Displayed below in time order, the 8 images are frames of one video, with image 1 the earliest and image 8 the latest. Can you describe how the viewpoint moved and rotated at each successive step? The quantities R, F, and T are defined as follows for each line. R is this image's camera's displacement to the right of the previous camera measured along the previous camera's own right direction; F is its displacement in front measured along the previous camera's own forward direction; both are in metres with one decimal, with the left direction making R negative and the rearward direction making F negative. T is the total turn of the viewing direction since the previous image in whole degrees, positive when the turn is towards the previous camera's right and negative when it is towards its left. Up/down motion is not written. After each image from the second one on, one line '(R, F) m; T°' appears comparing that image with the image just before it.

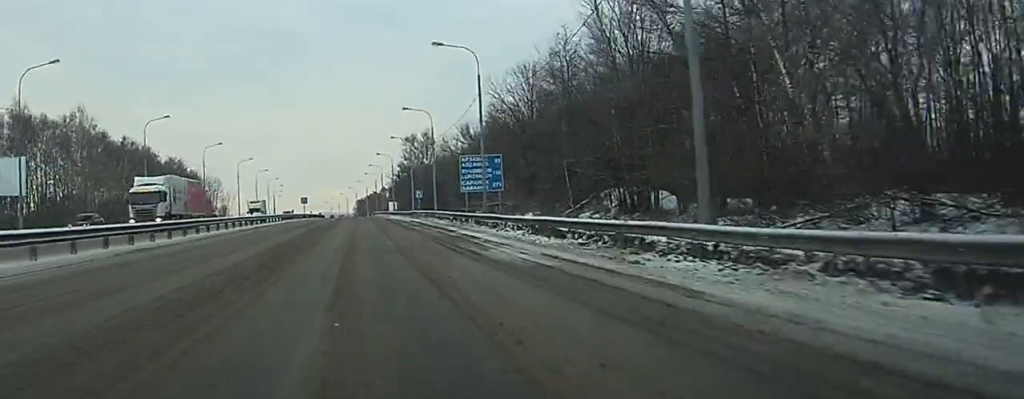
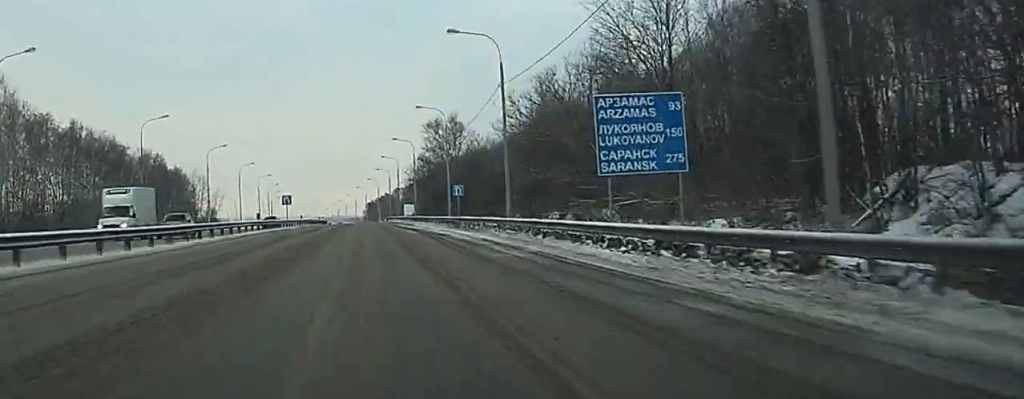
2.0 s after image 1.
(0.0, +41.6) m; +1°
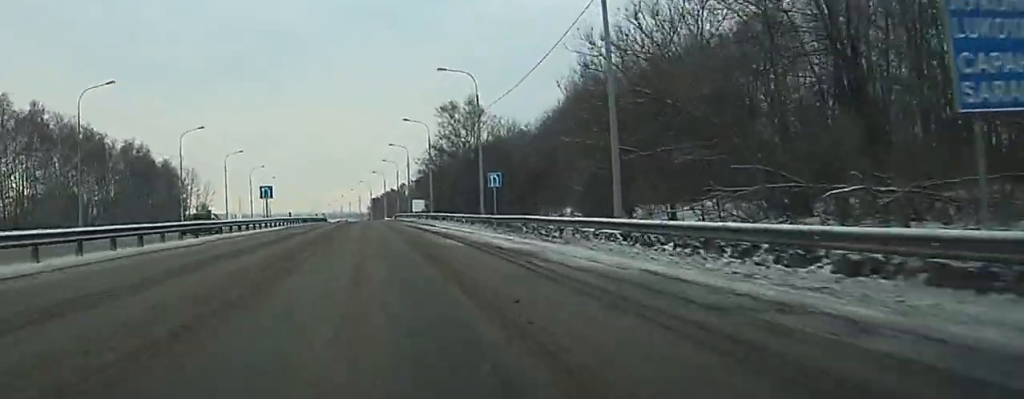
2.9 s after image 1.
(+0.3, +19.8) m; +2°
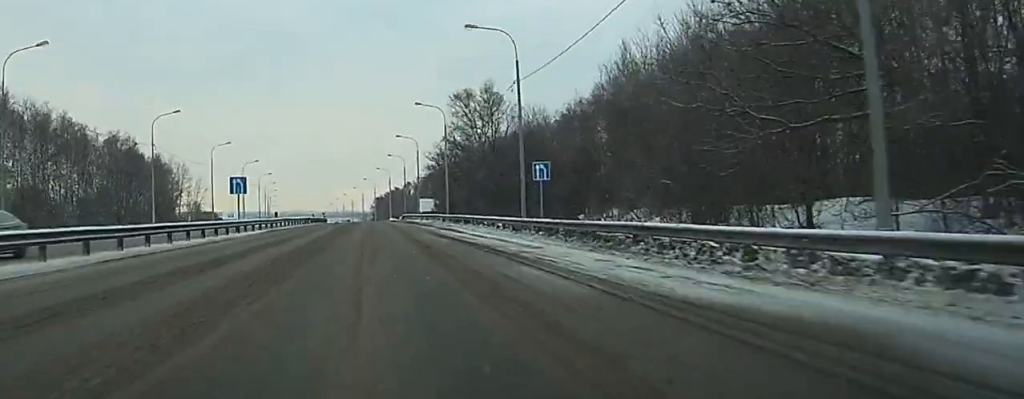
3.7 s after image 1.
(+0.3, +15.1) m; -1°
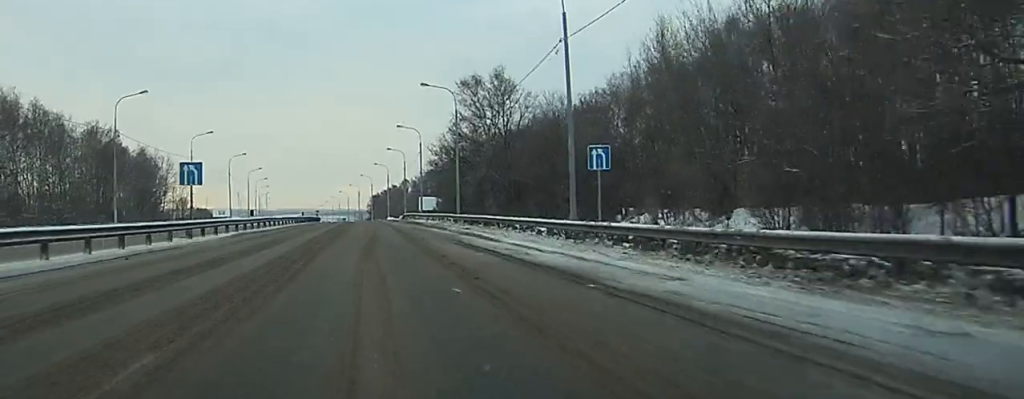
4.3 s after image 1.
(-0.2, +12.4) m; -1°
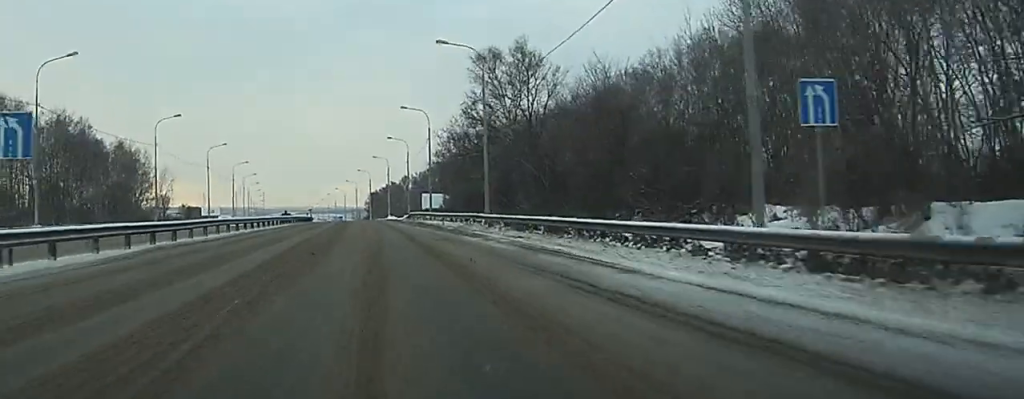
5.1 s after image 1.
(-0.4, +17.4) m; -1°
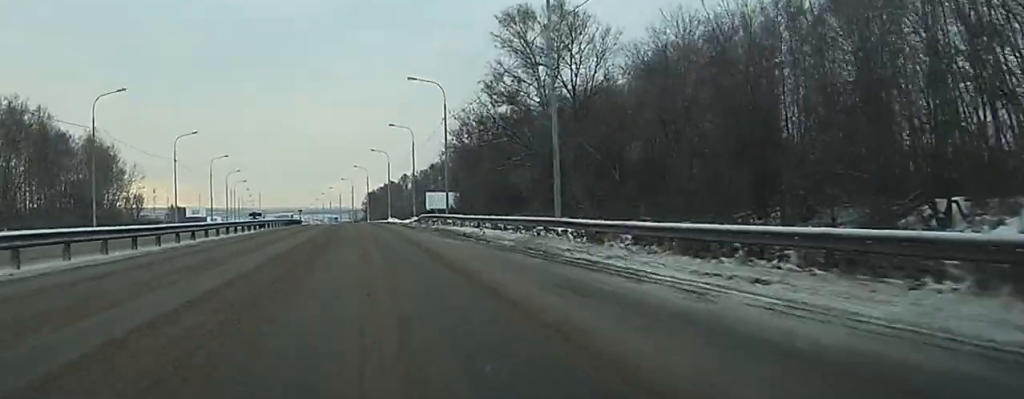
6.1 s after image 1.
(0.0, +20.4) m; 0°
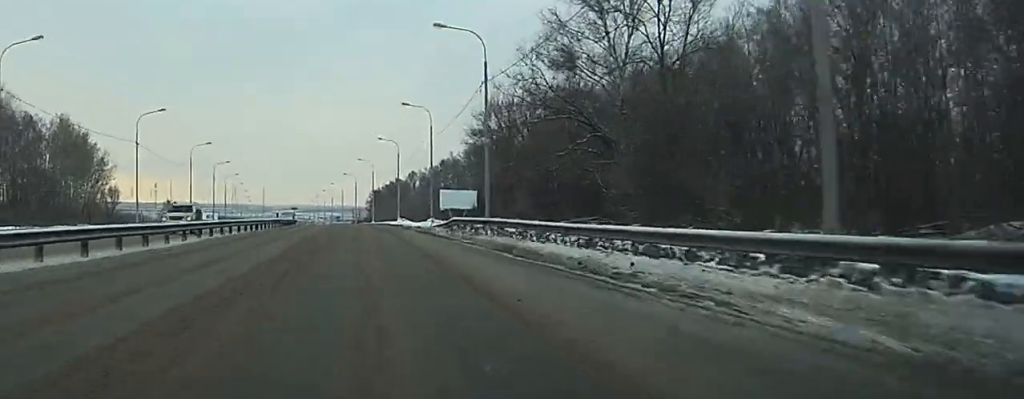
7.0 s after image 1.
(0.0, +20.5) m; 0°
